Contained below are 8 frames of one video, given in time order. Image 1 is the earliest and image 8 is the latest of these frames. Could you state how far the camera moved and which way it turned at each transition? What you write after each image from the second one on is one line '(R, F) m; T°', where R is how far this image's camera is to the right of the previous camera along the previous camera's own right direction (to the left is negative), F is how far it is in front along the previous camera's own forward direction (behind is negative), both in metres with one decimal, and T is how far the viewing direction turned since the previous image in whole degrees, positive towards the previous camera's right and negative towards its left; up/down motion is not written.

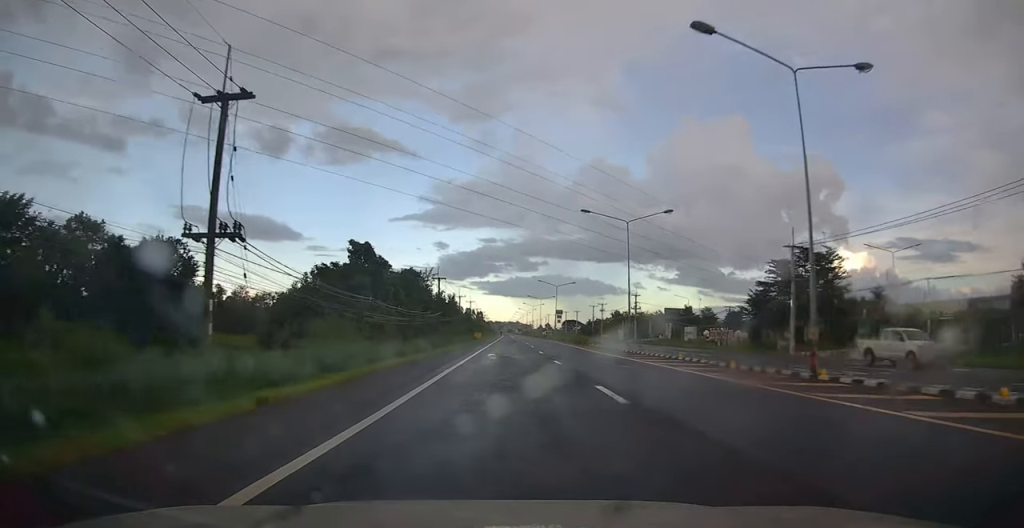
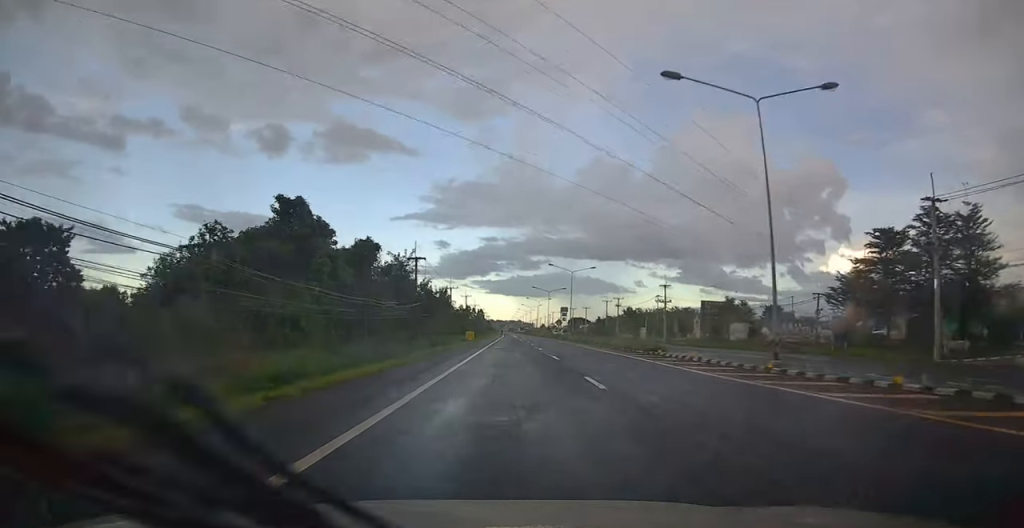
(+0.4, +21.4) m; 0°
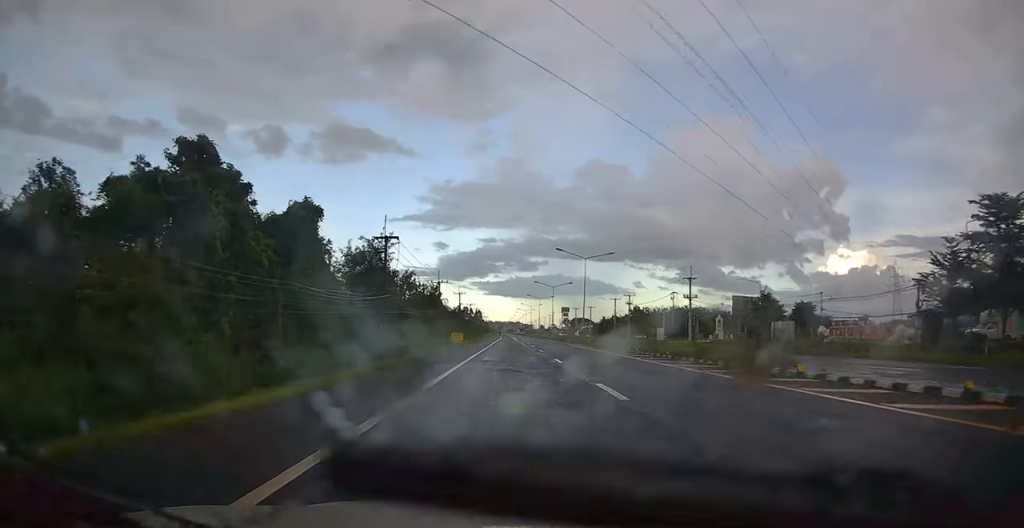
(-0.2, +14.3) m; 0°
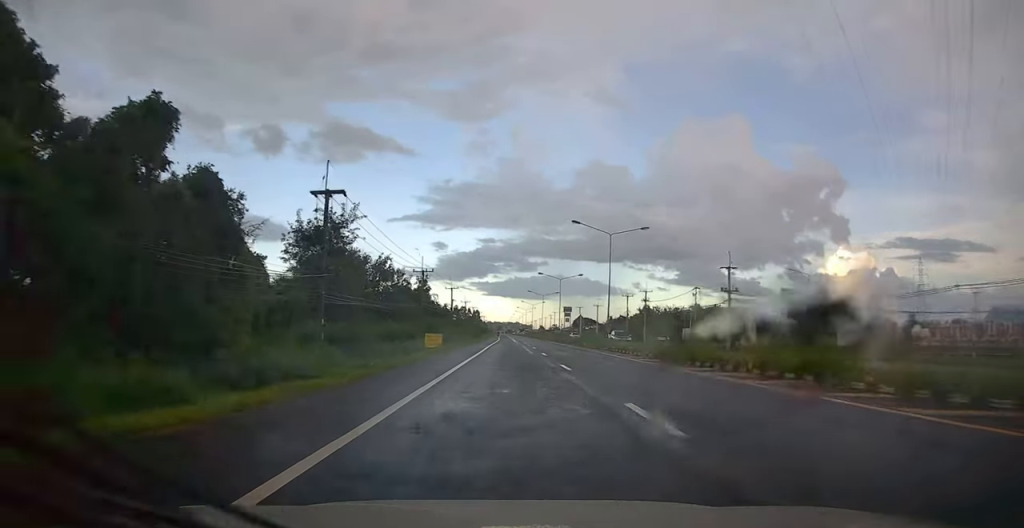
(-0.3, +15.5) m; 0°
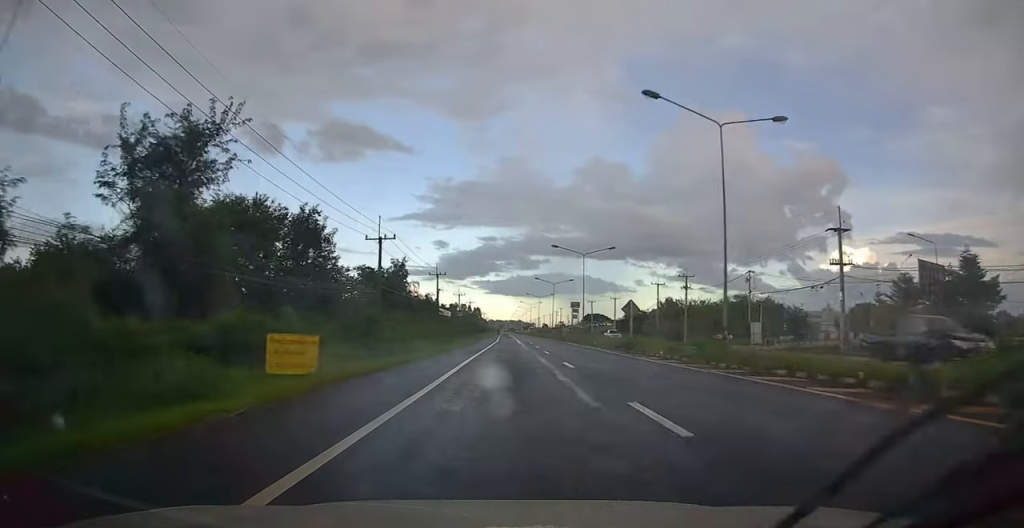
(+0.4, +24.1) m; 0°
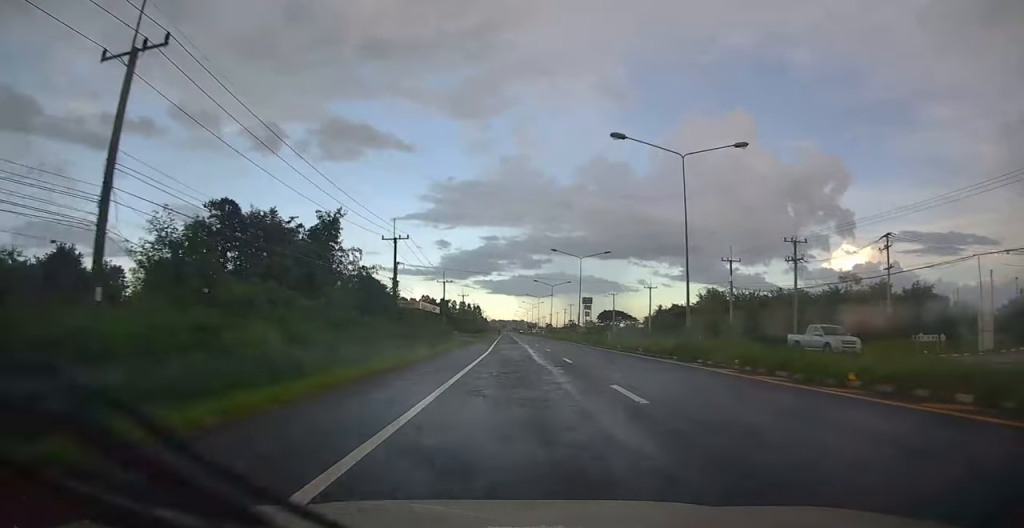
(0.0, +32.9) m; +1°
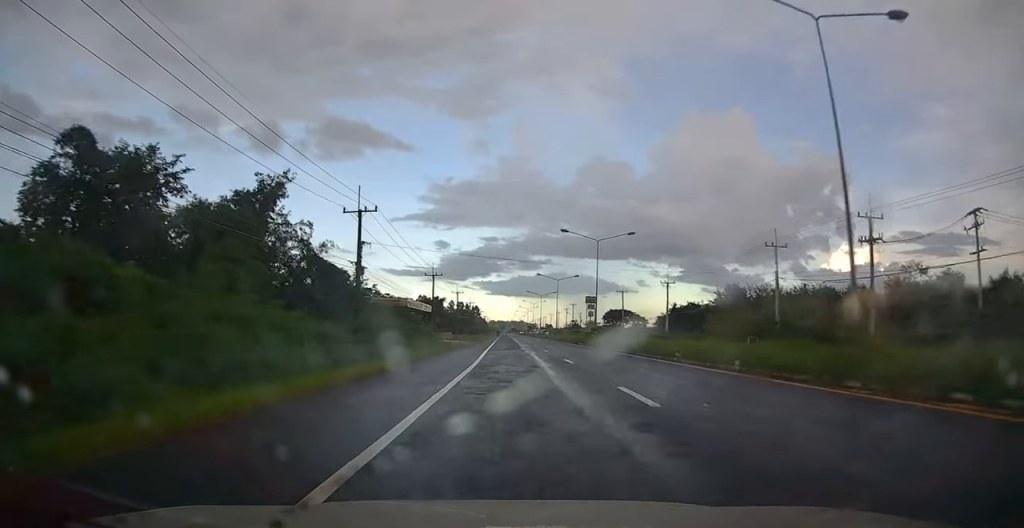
(0.0, +12.4) m; -1°
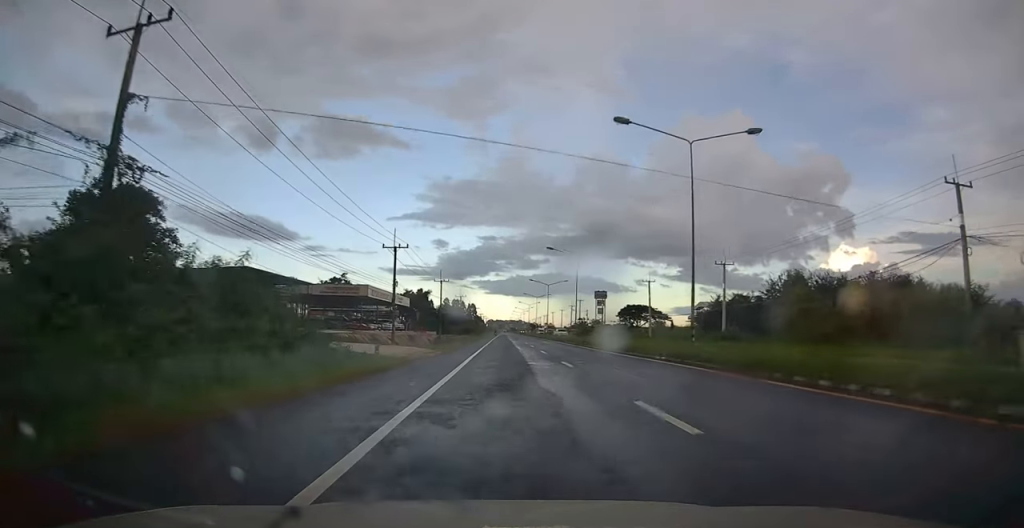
(-0.6, +26.3) m; -1°
